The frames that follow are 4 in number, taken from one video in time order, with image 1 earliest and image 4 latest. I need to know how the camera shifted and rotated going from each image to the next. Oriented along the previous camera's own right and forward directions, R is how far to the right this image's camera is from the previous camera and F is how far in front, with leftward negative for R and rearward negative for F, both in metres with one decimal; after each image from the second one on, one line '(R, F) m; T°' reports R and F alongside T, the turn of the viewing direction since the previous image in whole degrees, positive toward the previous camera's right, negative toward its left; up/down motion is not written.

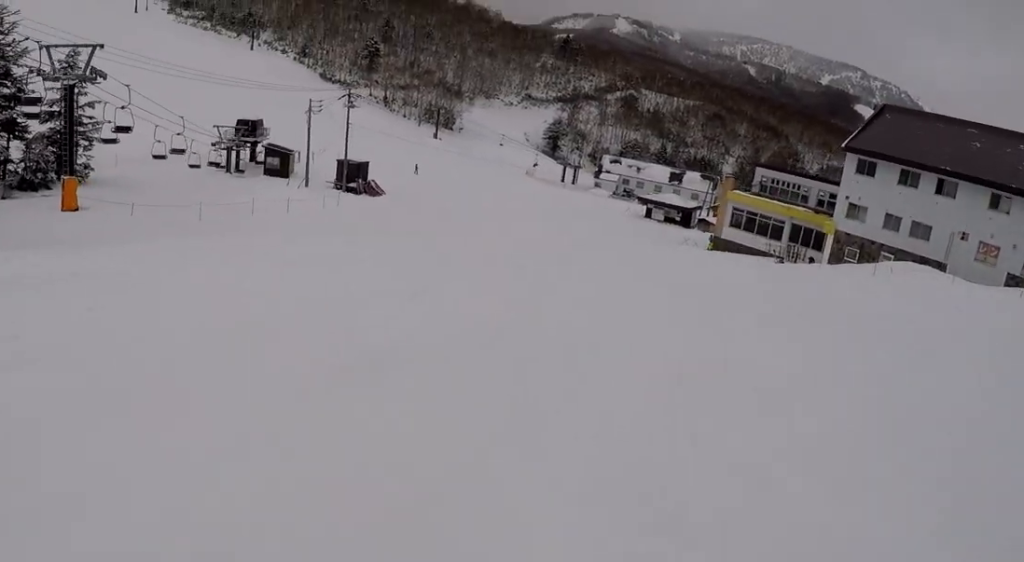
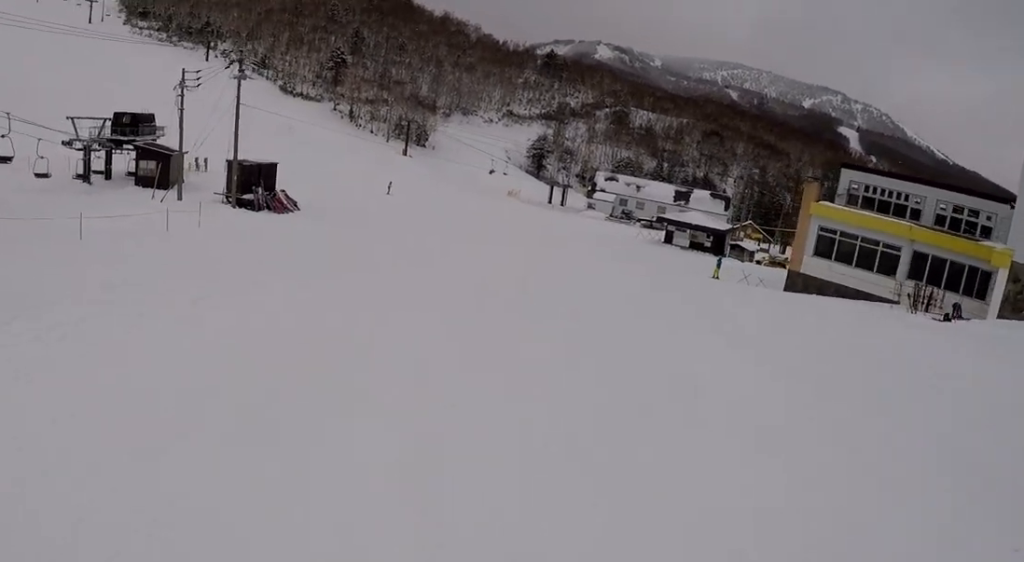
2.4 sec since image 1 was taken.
(-2.0, +23.2) m; -5°
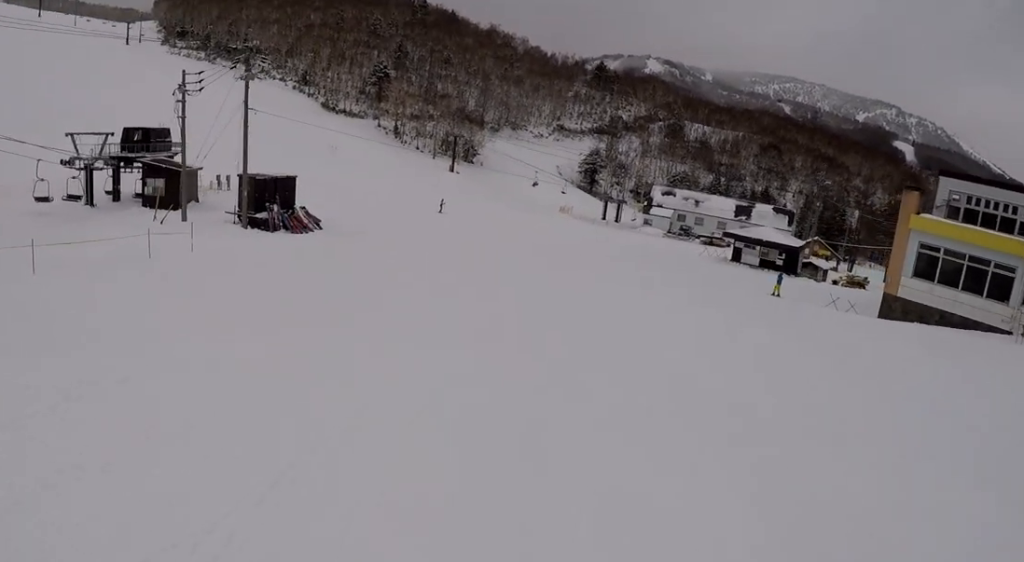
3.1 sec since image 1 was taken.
(+0.6, +5.9) m; +4°
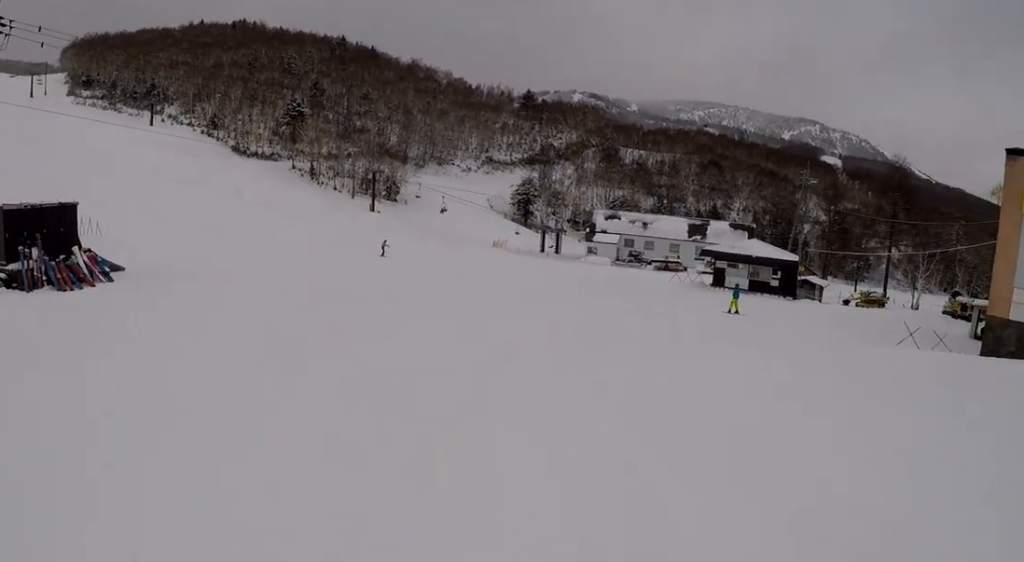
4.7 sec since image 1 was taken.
(+0.4, +15.2) m; +1°
